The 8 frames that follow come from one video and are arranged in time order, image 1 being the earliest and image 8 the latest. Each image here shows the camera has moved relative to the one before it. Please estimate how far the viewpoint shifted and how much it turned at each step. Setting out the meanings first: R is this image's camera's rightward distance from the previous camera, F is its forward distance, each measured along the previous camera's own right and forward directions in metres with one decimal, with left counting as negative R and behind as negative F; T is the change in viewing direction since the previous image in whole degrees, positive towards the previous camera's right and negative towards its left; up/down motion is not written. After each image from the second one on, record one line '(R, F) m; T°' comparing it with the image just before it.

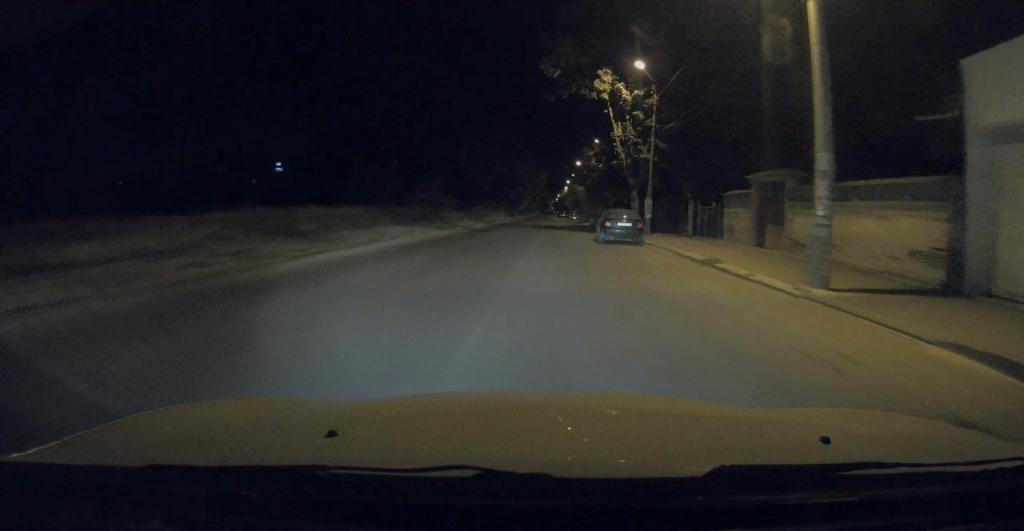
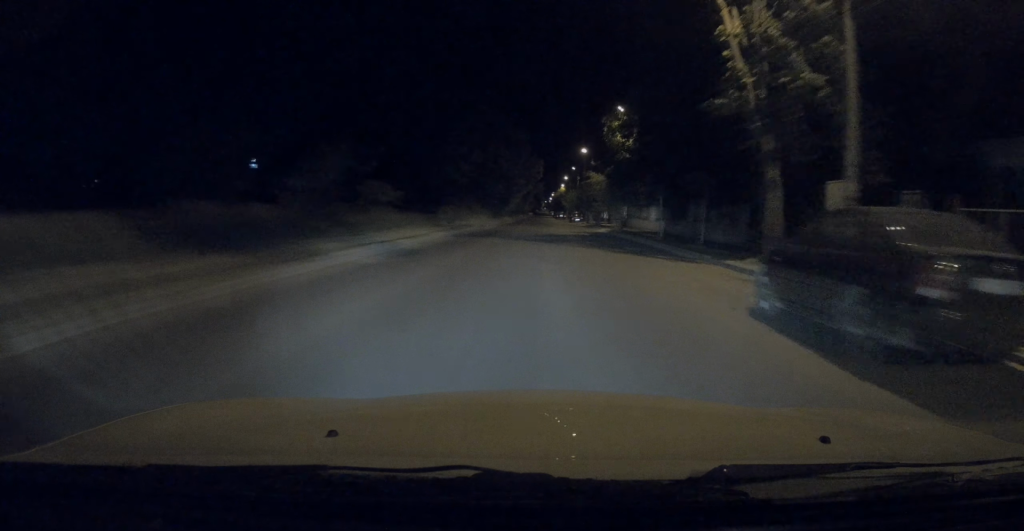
(0.0, +20.8) m; 0°
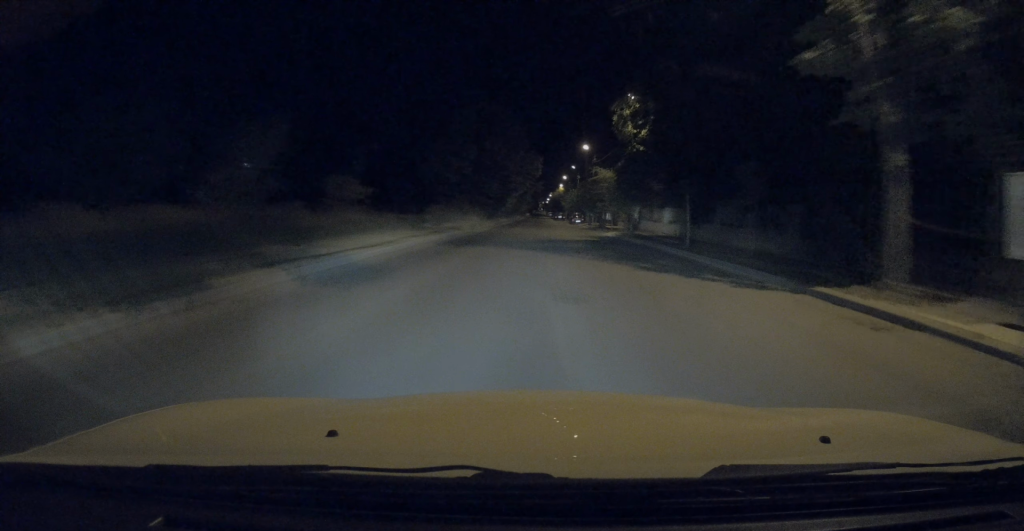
(0.0, +5.3) m; 0°
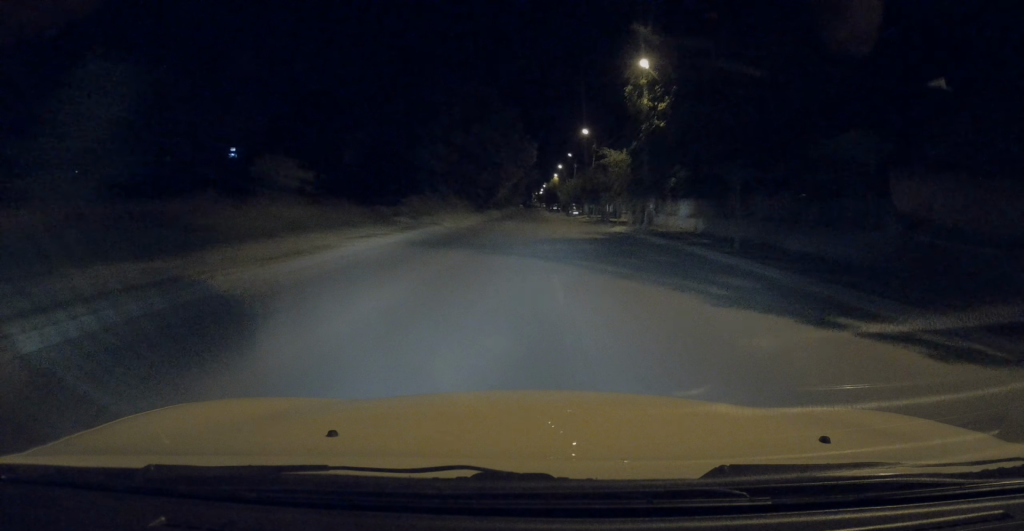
(0.0, +6.3) m; 0°
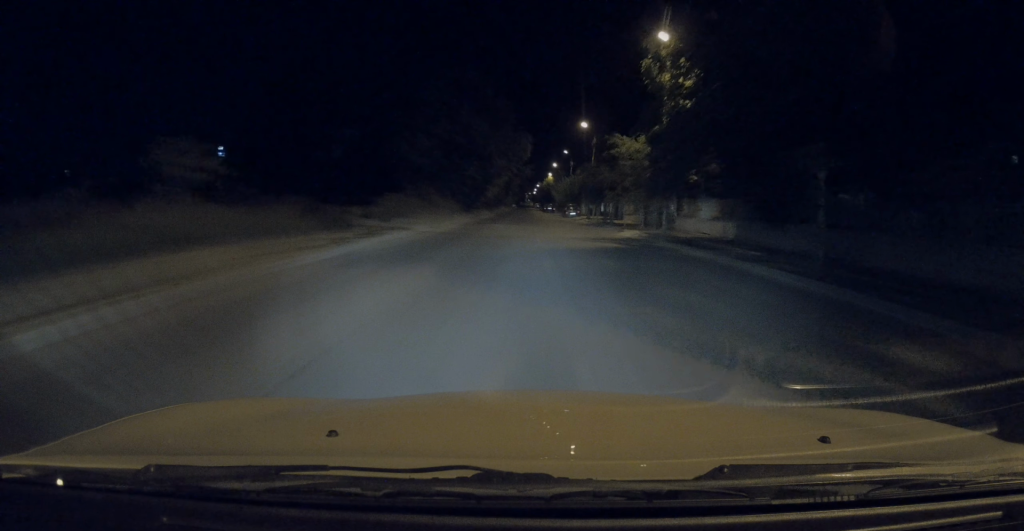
(0.0, +5.6) m; +1°
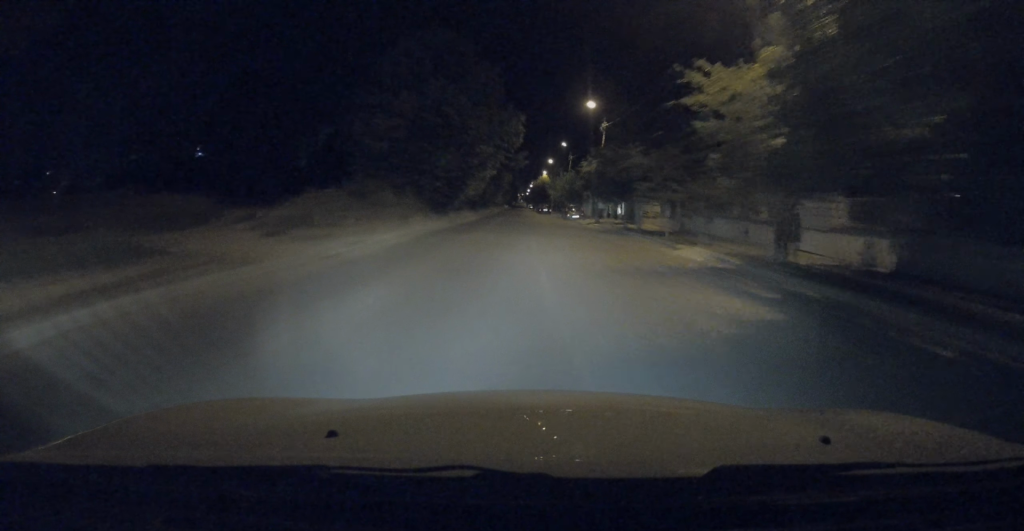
(+0.2, +12.6) m; +2°
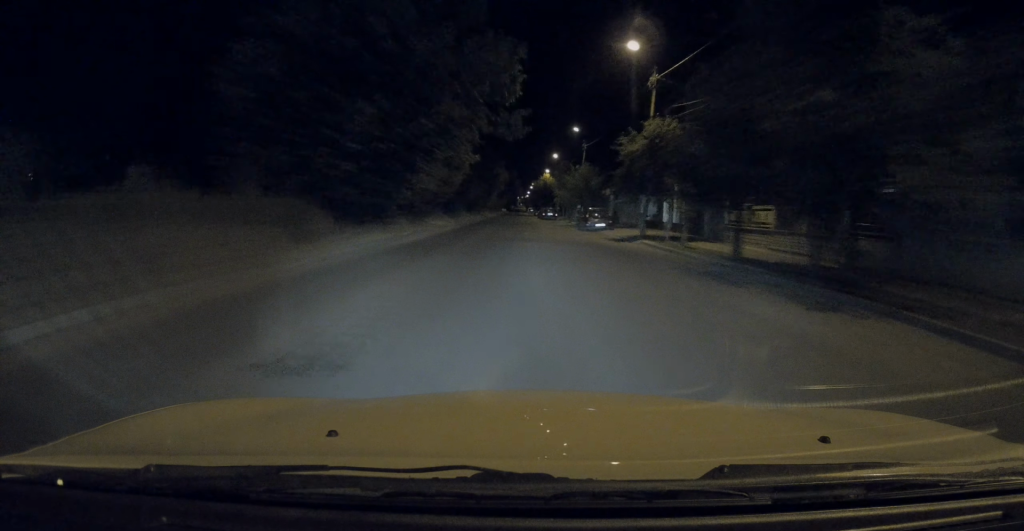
(+0.5, +18.0) m; -1°
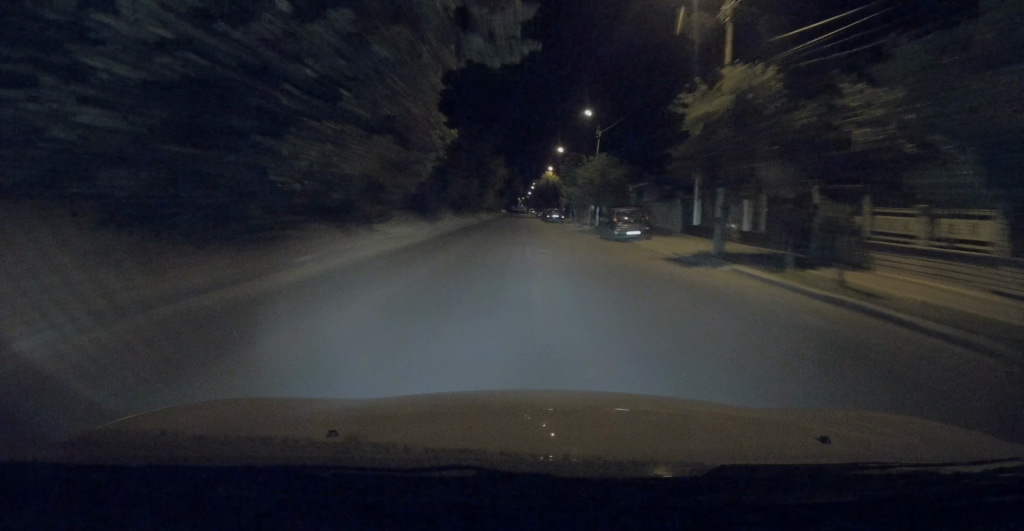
(-0.5, +10.6) m; +1°
